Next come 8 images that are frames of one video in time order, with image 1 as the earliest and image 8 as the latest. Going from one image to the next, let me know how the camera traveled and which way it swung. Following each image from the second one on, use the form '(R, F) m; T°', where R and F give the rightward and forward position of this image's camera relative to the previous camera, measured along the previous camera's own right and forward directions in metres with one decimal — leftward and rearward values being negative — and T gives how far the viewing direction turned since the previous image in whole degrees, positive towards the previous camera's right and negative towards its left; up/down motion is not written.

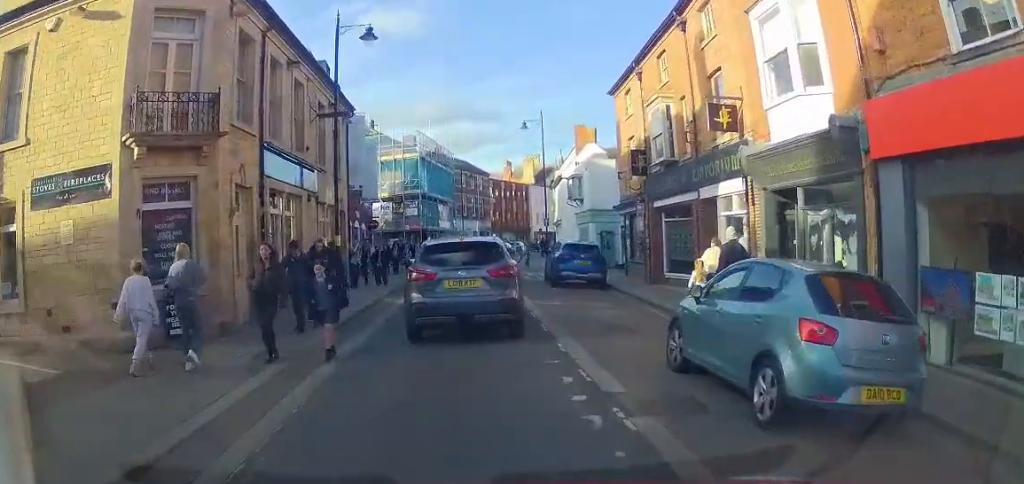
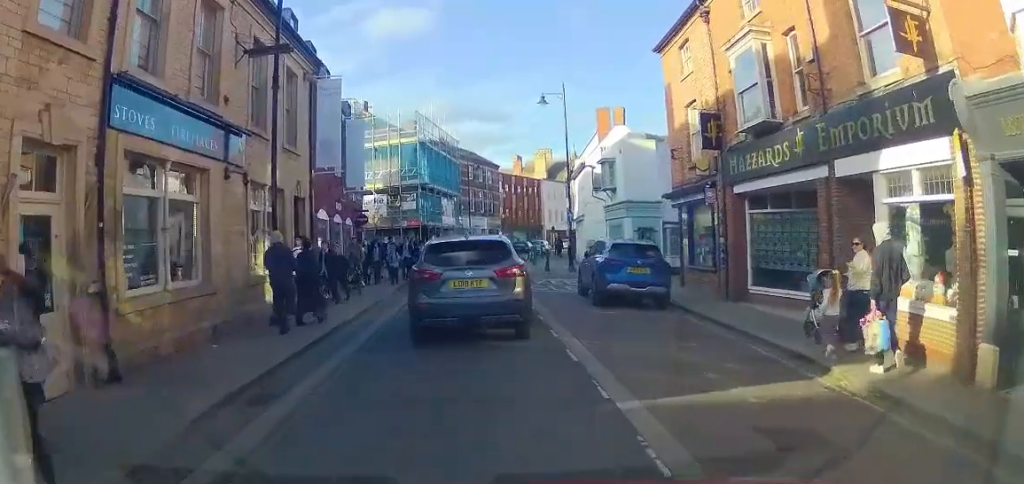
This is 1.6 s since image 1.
(+0.4, +6.3) m; +2°
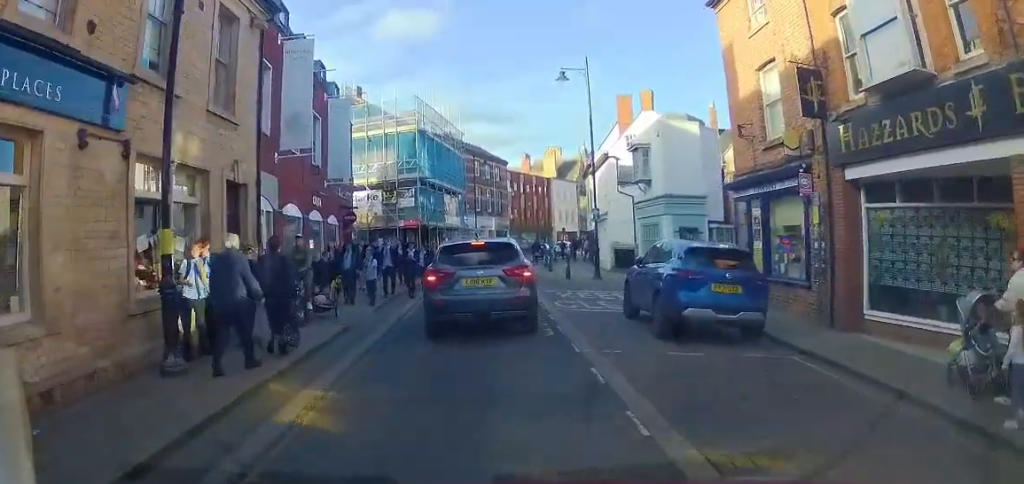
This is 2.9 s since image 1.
(-0.3, +4.7) m; -2°
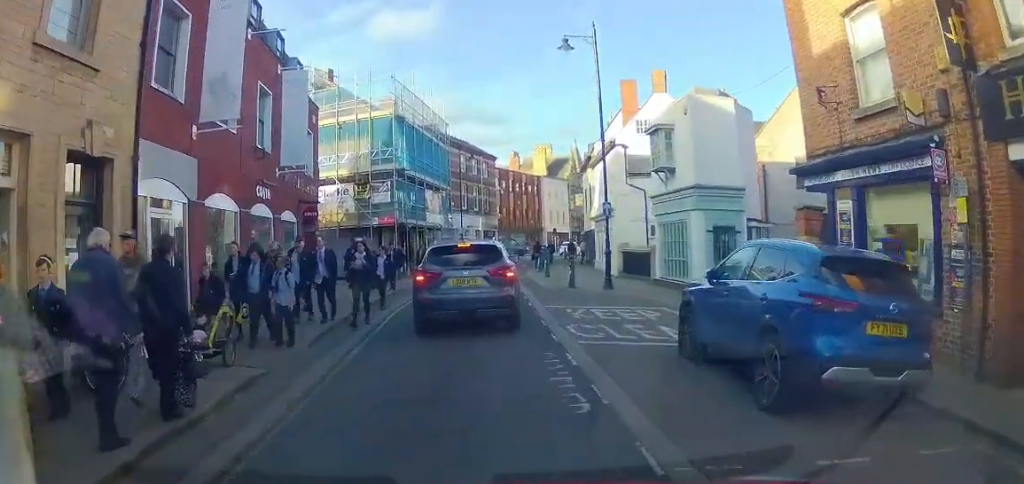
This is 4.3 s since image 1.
(+0.3, +4.0) m; +4°
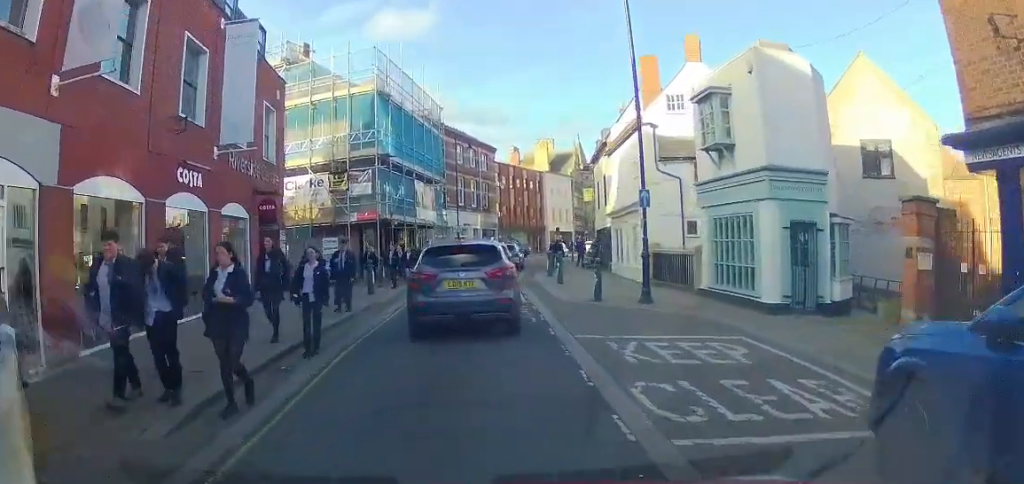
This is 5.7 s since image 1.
(0.0, +4.3) m; +3°
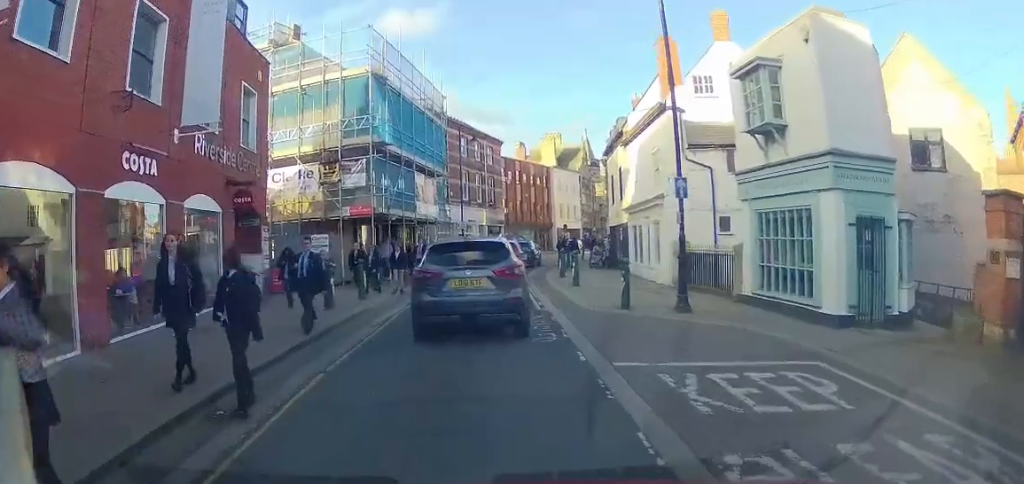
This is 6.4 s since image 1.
(+0.2, +2.3) m; -3°
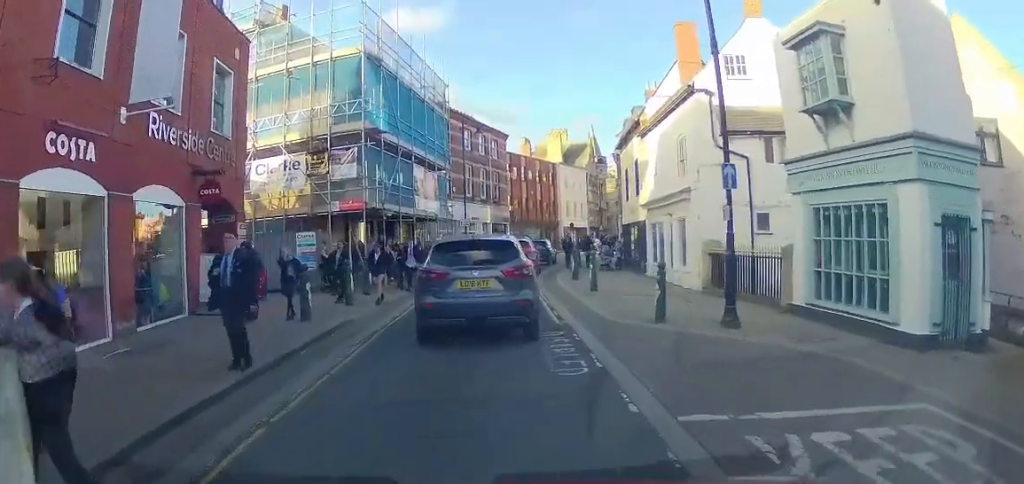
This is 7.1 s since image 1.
(-0.1, +2.2) m; -6°
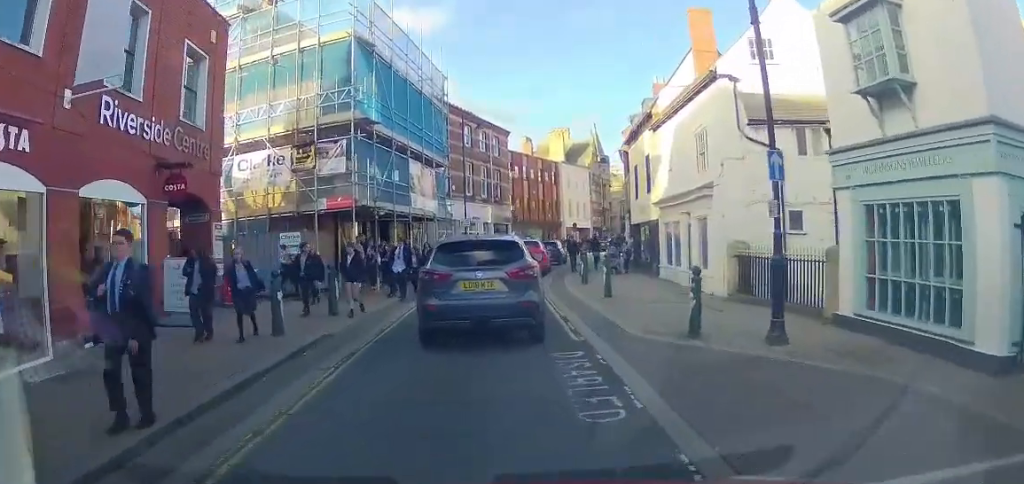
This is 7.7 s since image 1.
(-0.1, +1.7) m; -5°
